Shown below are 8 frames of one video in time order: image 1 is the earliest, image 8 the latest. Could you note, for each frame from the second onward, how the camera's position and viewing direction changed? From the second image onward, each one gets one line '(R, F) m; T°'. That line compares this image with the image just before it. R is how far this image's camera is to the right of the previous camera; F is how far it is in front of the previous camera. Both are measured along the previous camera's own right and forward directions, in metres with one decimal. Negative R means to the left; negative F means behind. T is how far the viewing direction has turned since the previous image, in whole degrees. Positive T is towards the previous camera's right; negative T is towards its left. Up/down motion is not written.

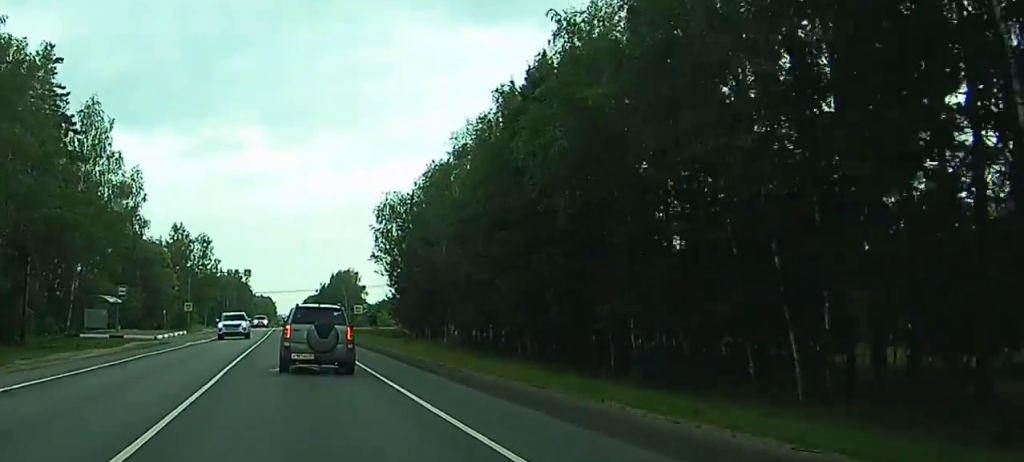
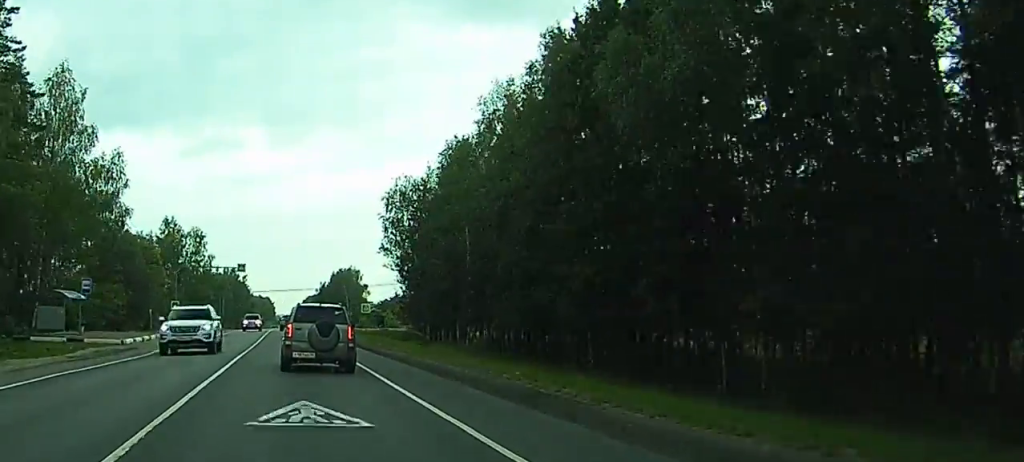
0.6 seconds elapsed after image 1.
(+0.1, +11.0) m; +1°
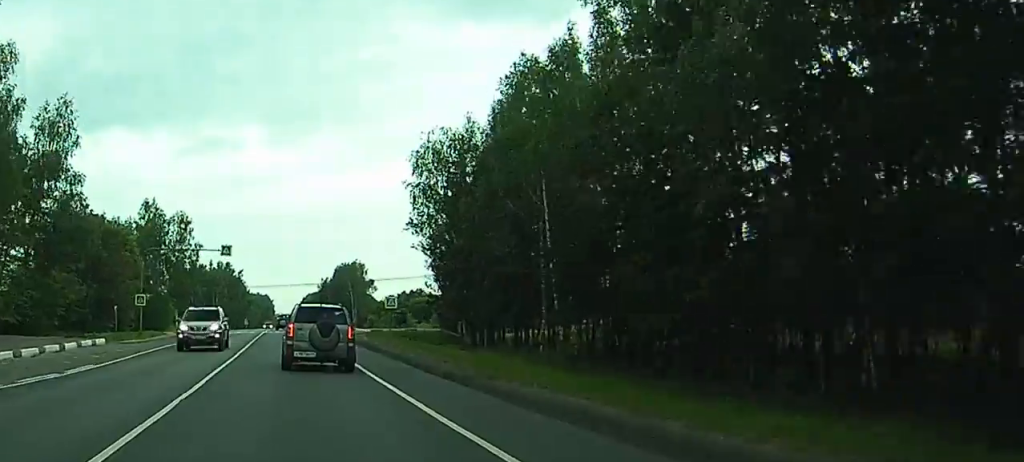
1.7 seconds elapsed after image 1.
(+0.8, +21.9) m; 0°
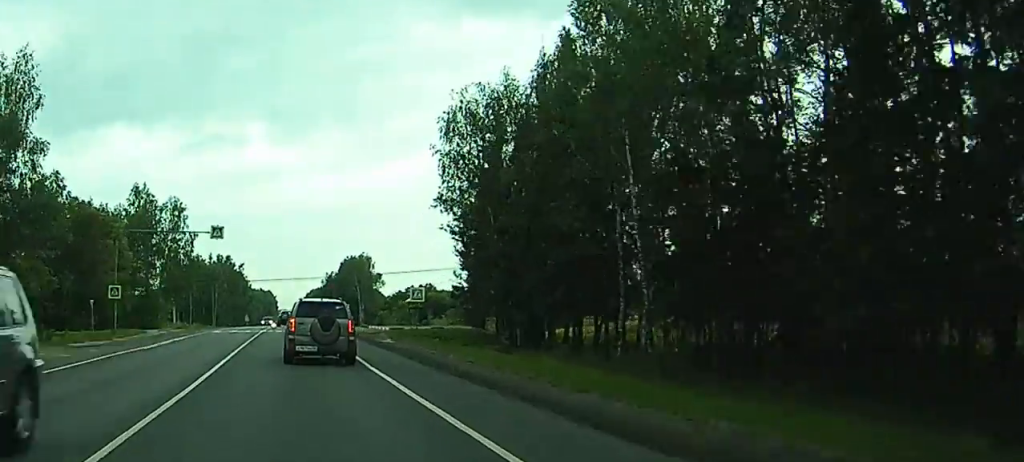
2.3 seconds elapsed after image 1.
(-0.3, +12.1) m; -2°
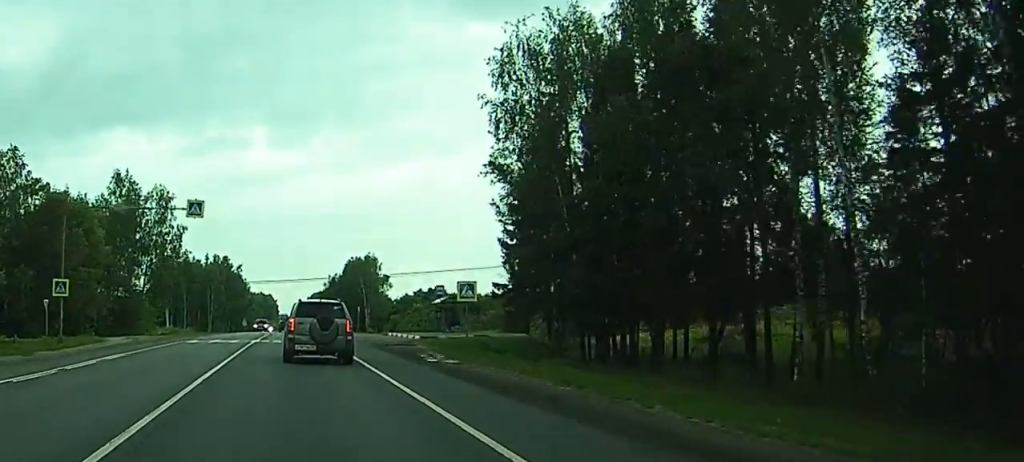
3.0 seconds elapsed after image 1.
(0.0, +14.9) m; 0°
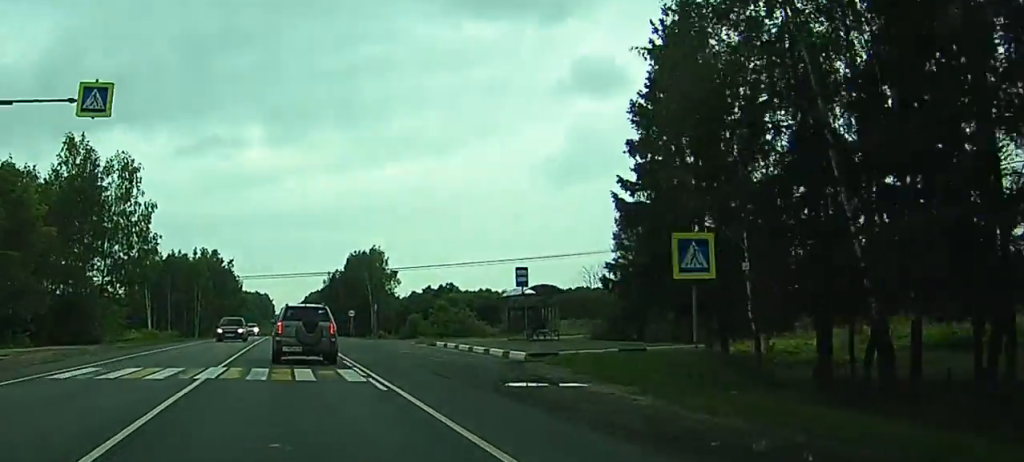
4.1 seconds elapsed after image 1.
(+0.1, +23.1) m; -1°
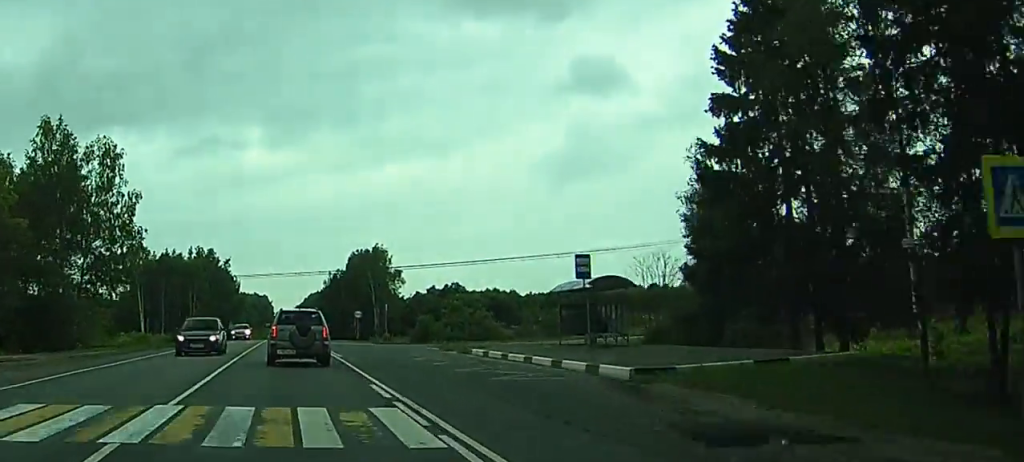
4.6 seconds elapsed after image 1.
(-0.1, +8.8) m; 0°
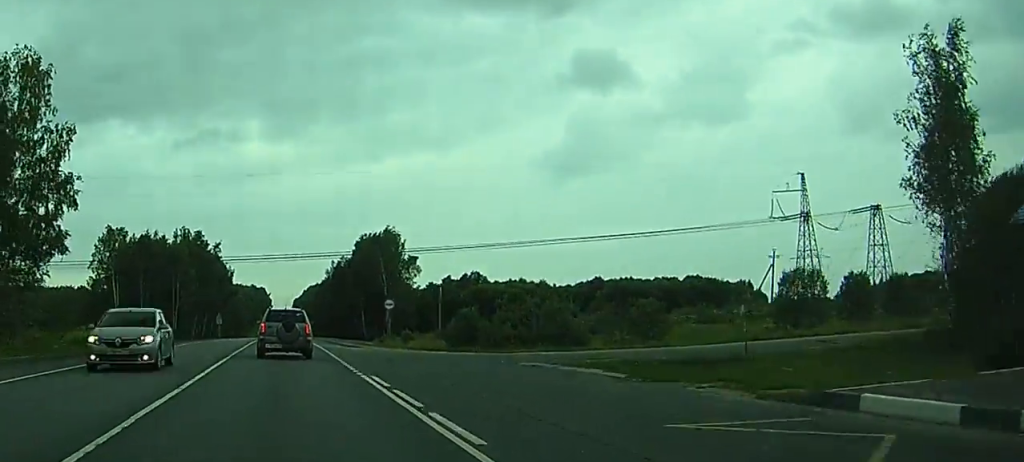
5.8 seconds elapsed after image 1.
(+0.3, +25.8) m; +2°
